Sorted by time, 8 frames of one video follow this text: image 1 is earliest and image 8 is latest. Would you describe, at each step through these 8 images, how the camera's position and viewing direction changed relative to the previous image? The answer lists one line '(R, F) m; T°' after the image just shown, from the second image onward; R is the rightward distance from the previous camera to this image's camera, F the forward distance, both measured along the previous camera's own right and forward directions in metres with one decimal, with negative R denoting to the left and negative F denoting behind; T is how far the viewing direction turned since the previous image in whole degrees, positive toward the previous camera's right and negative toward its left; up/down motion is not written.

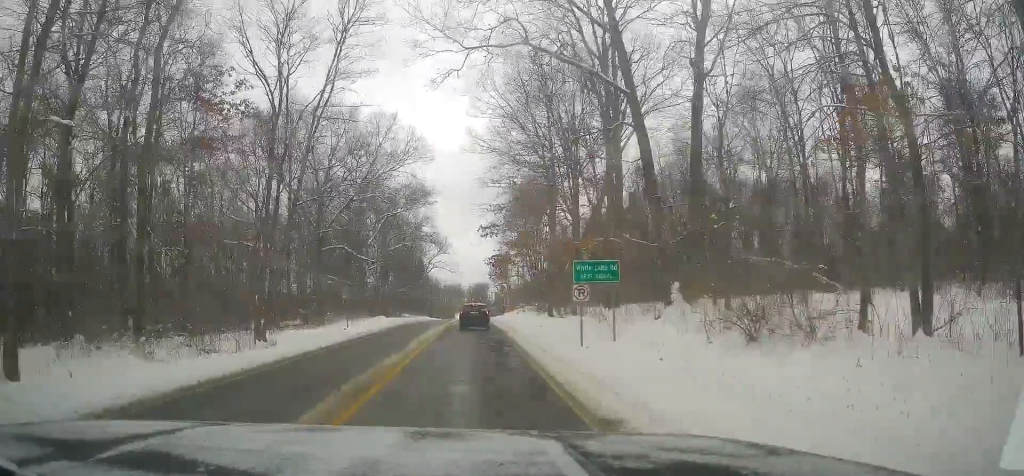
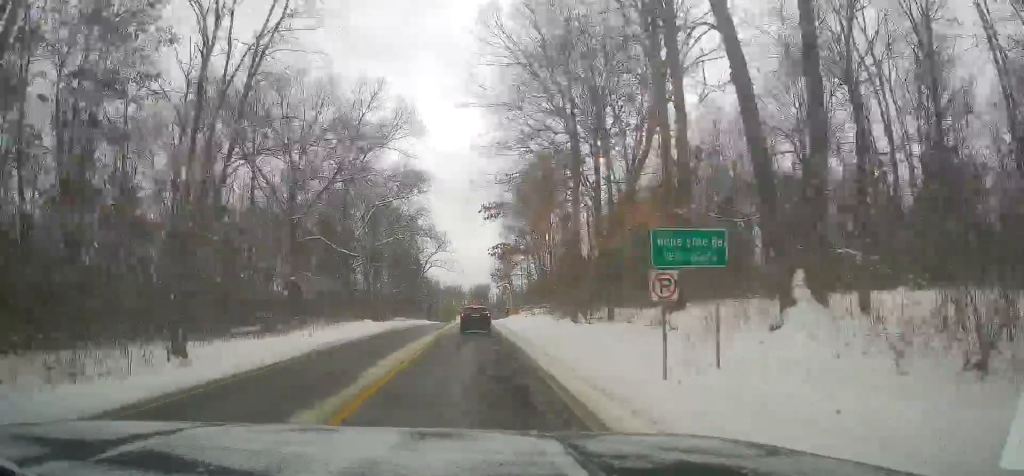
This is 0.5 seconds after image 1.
(+0.3, +9.7) m; +1°
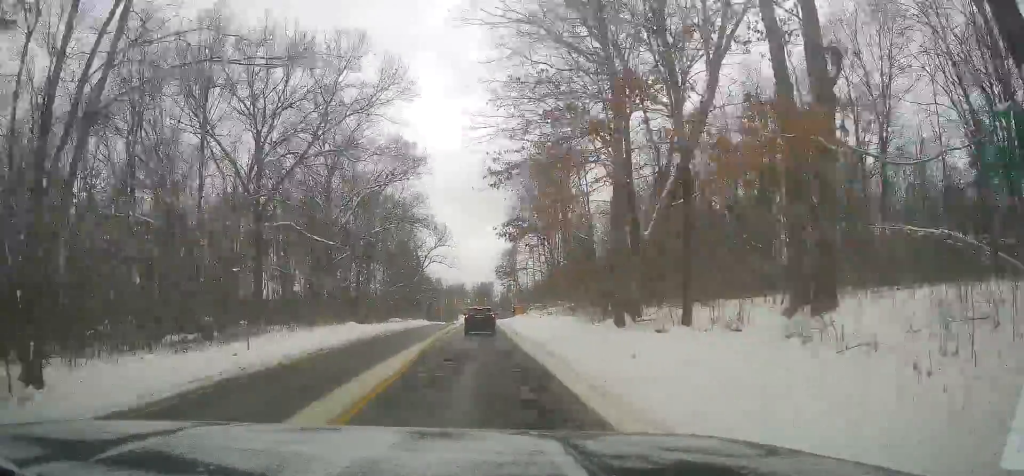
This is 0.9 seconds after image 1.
(+0.3, +9.7) m; +1°
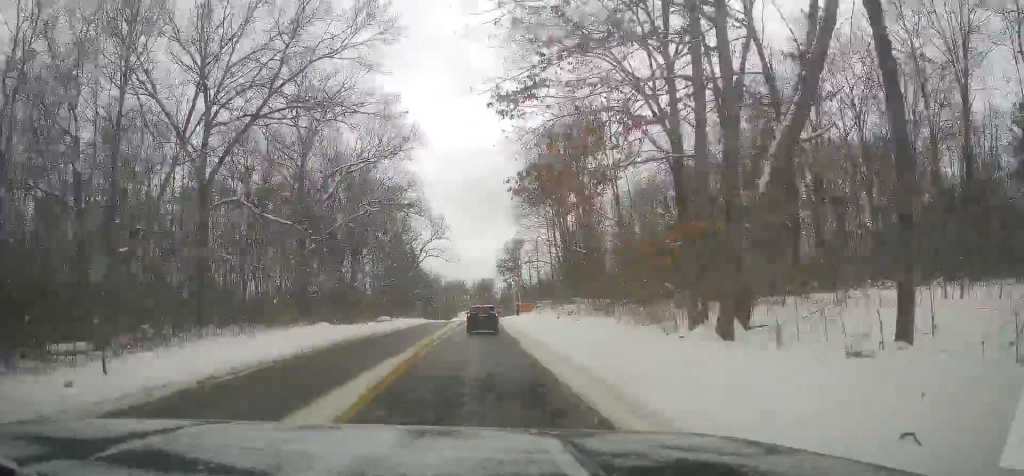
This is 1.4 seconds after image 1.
(-0.1, +10.0) m; 0°
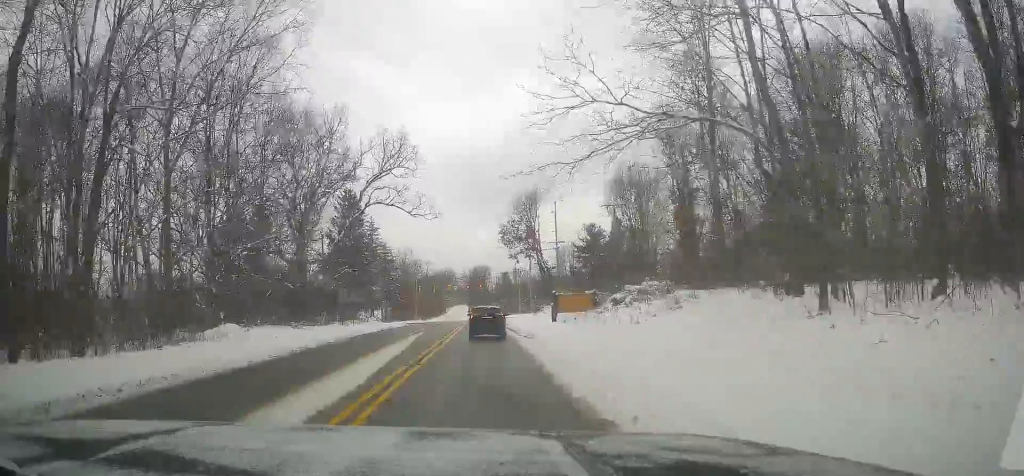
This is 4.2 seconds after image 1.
(+0.2, +51.4) m; -2°
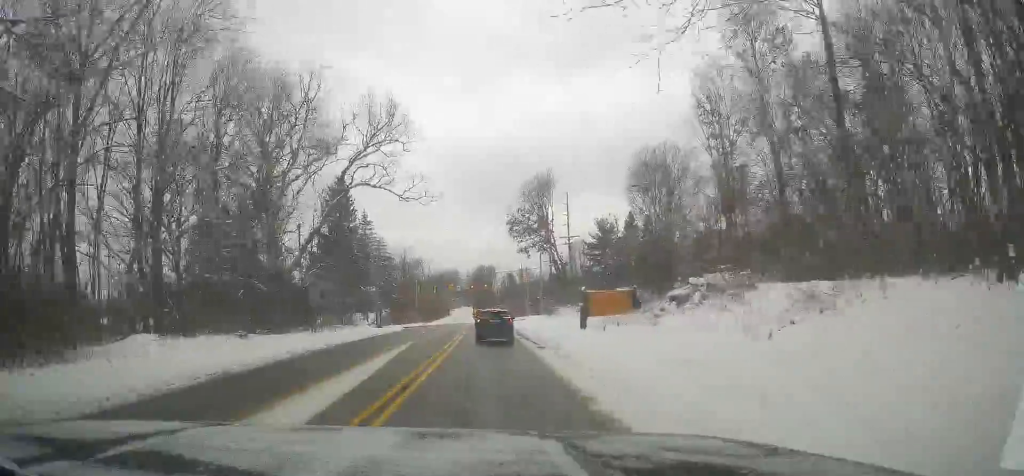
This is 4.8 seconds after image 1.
(-0.5, +9.3) m; 0°
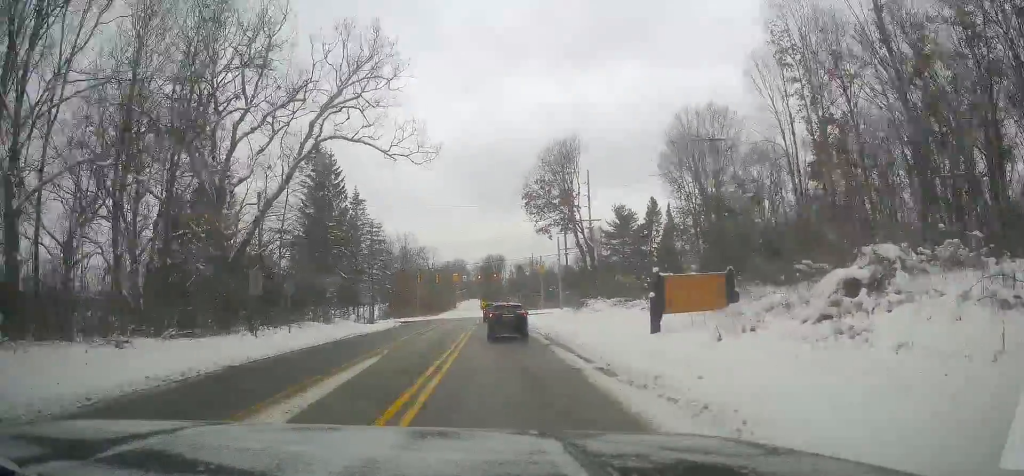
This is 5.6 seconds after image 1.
(+0.3, +11.2) m; +2°
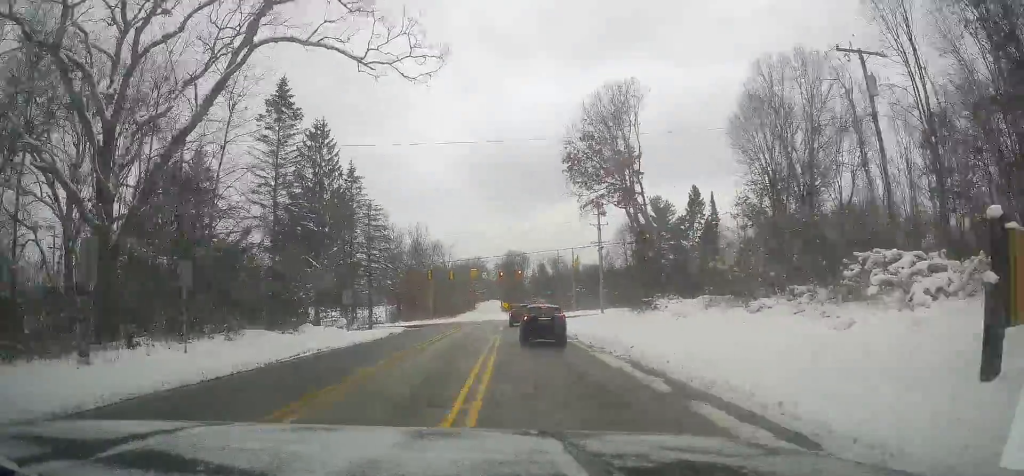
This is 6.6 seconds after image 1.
(+0.3, +13.4) m; -1°
